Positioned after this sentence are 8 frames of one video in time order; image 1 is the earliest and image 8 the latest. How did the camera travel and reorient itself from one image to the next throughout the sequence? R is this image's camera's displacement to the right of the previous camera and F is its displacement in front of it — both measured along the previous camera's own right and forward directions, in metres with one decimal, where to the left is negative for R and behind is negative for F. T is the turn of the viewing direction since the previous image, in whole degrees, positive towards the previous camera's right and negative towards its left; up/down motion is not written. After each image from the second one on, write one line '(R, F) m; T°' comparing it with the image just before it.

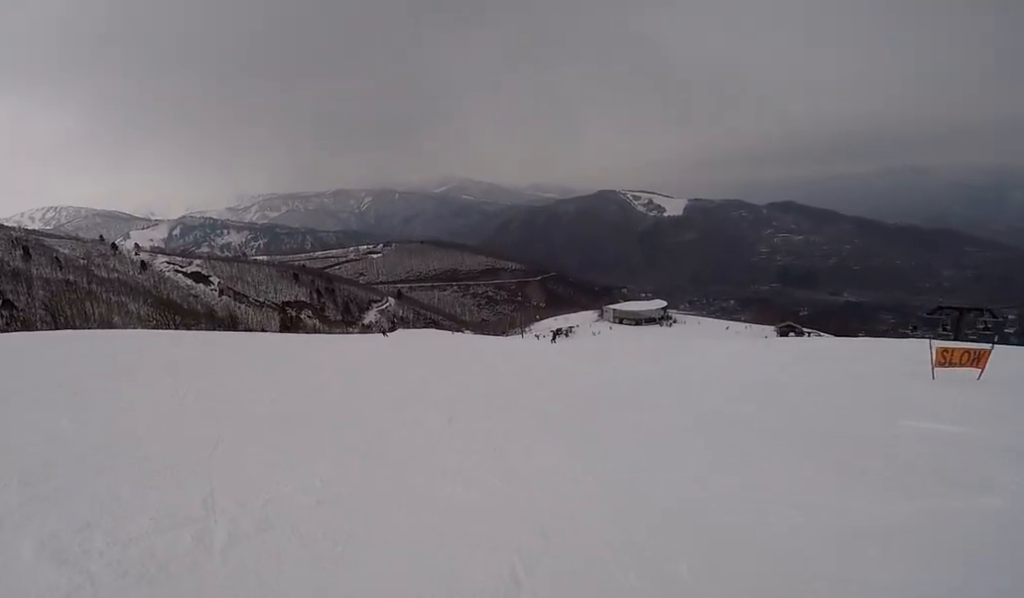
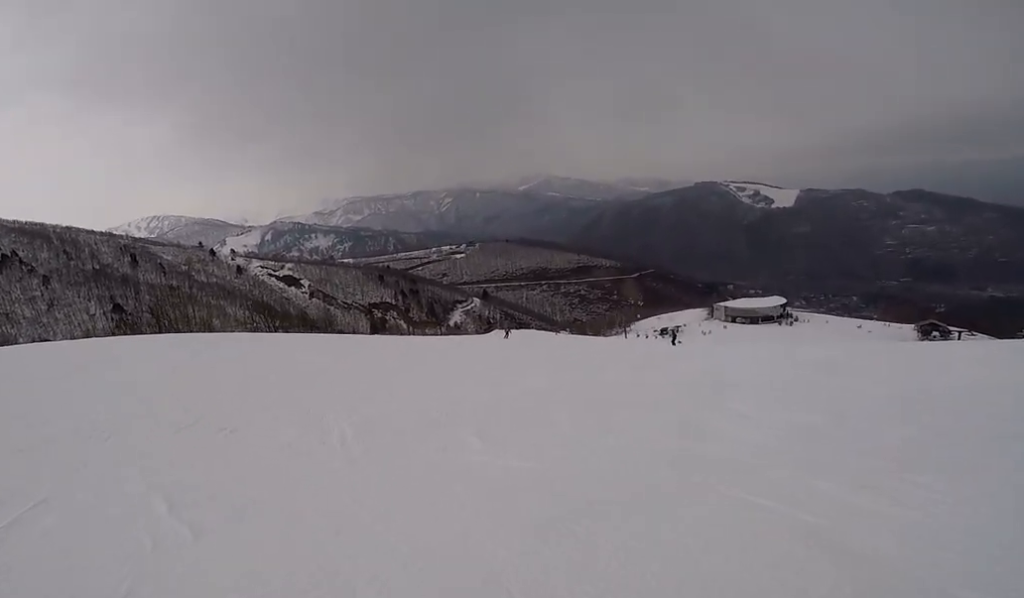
(-0.2, +4.4) m; -5°
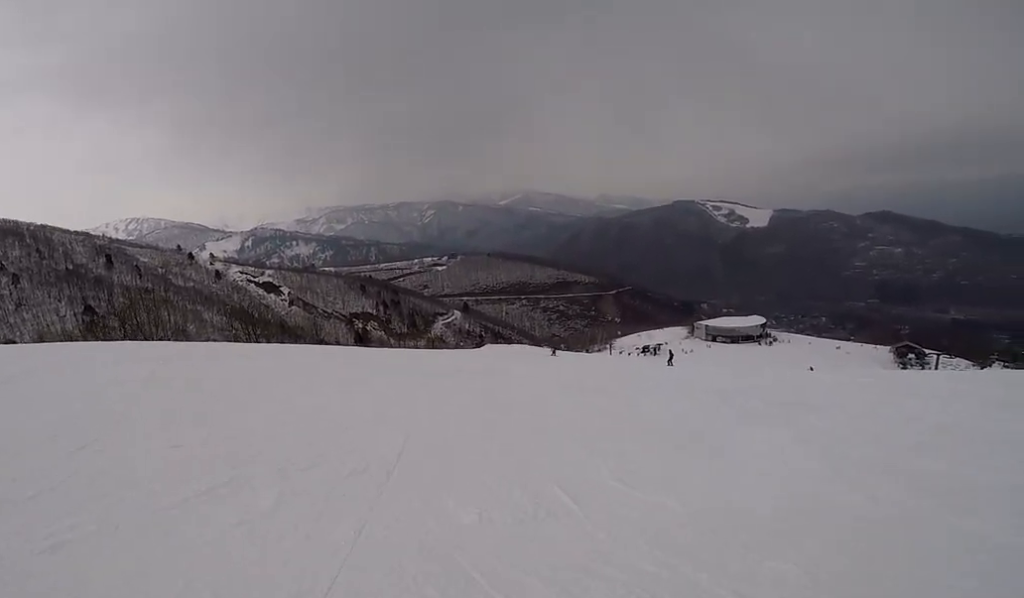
(-0.3, +5.4) m; +3°
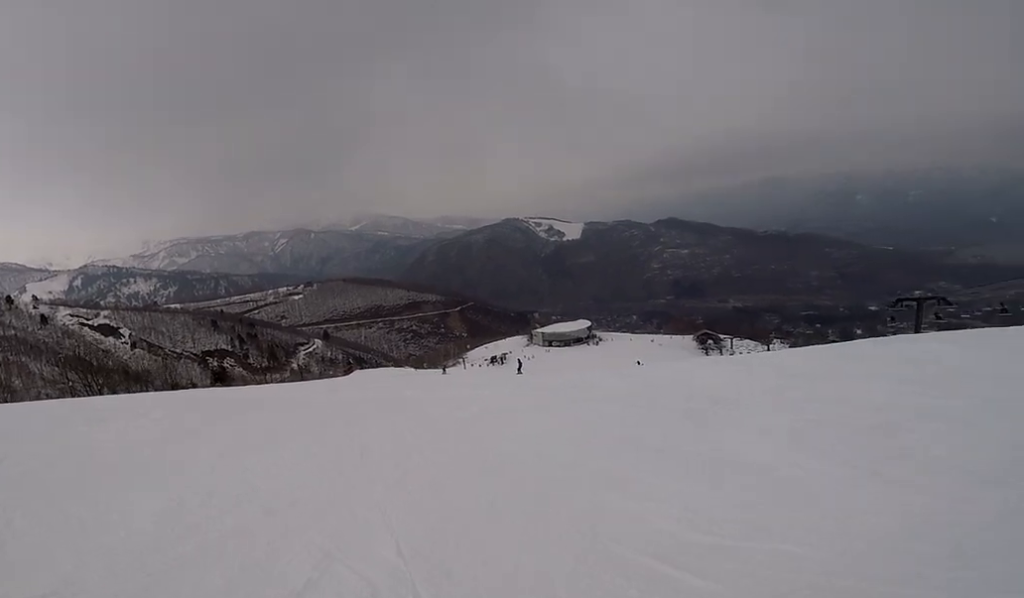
(+0.1, +2.1) m; +5°
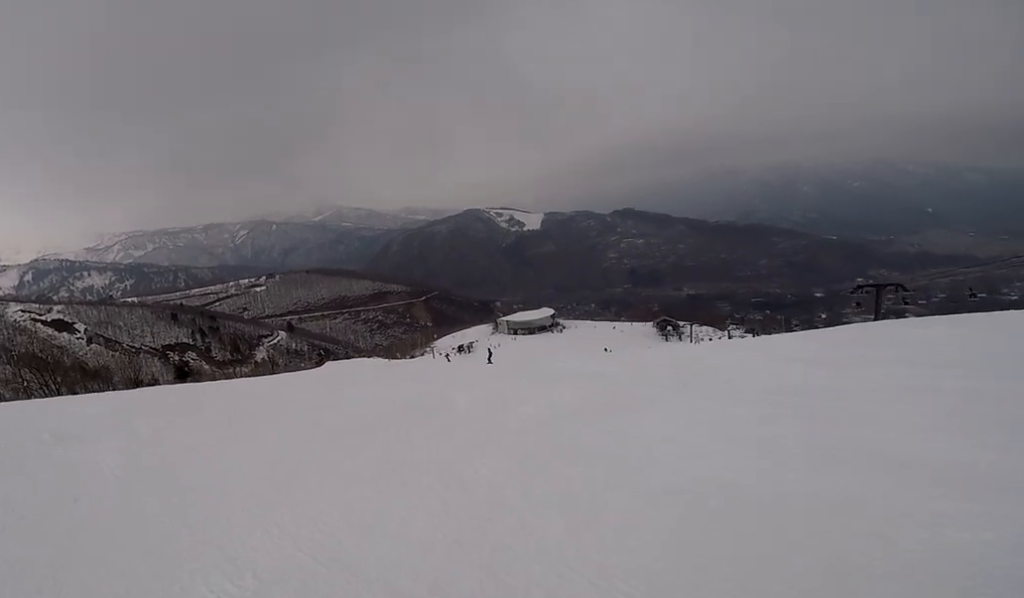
(+0.2, +2.5) m; +8°
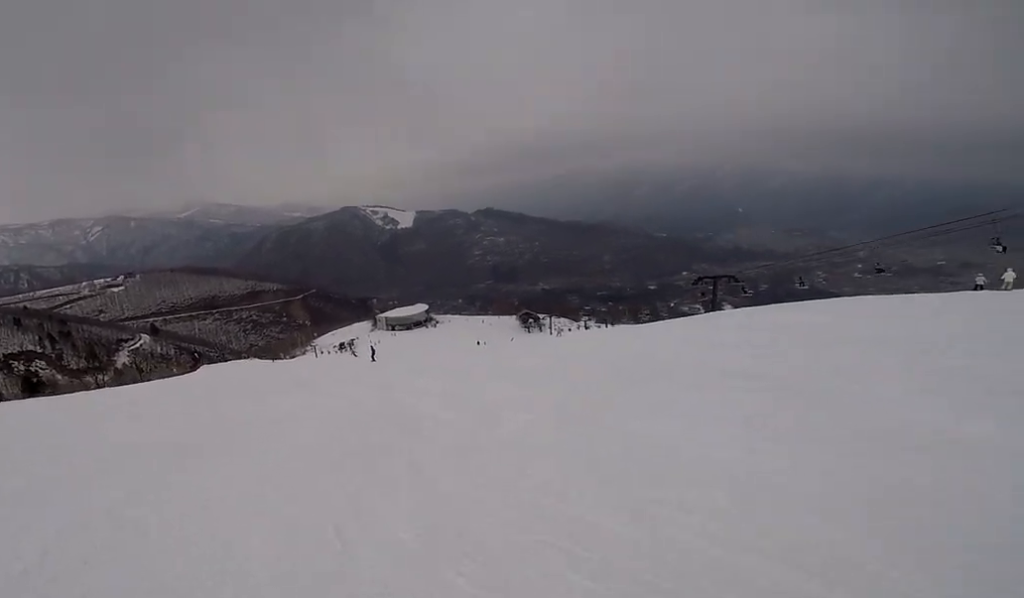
(+0.2, +2.3) m; +16°
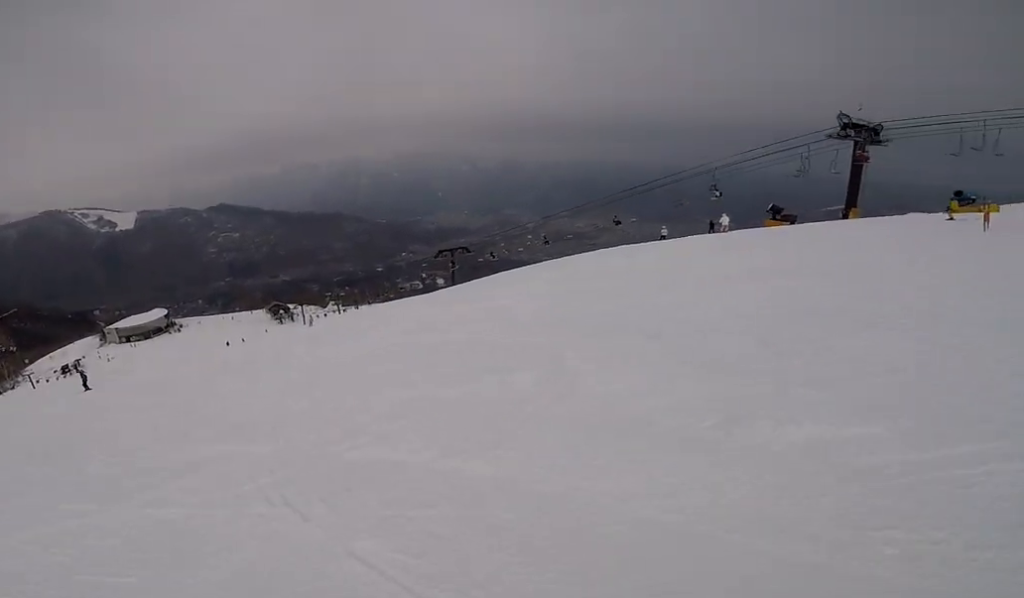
(+2.7, +4.6) m; +59°
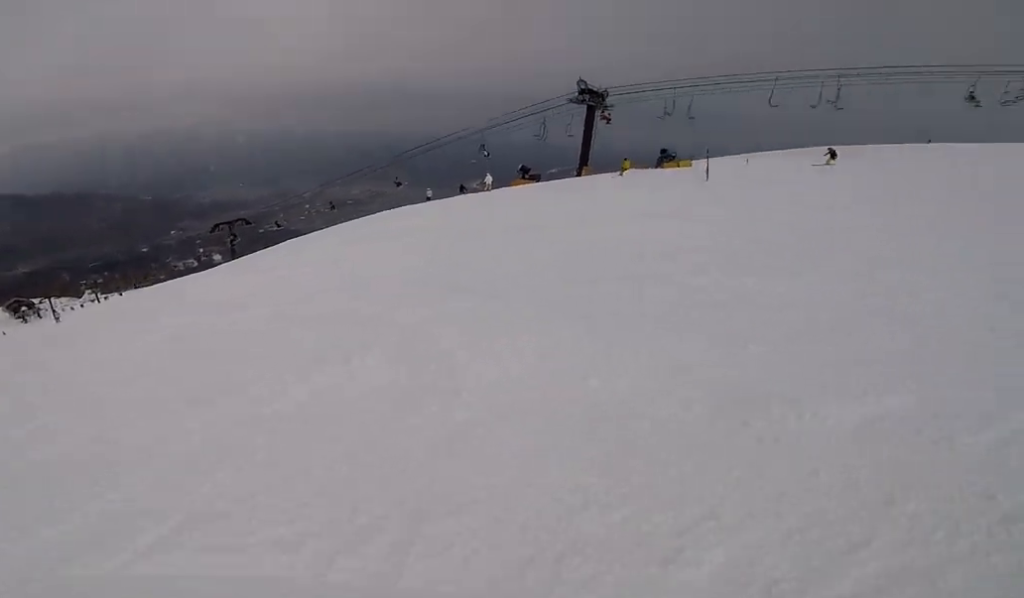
(+0.3, +1.8) m; +13°
